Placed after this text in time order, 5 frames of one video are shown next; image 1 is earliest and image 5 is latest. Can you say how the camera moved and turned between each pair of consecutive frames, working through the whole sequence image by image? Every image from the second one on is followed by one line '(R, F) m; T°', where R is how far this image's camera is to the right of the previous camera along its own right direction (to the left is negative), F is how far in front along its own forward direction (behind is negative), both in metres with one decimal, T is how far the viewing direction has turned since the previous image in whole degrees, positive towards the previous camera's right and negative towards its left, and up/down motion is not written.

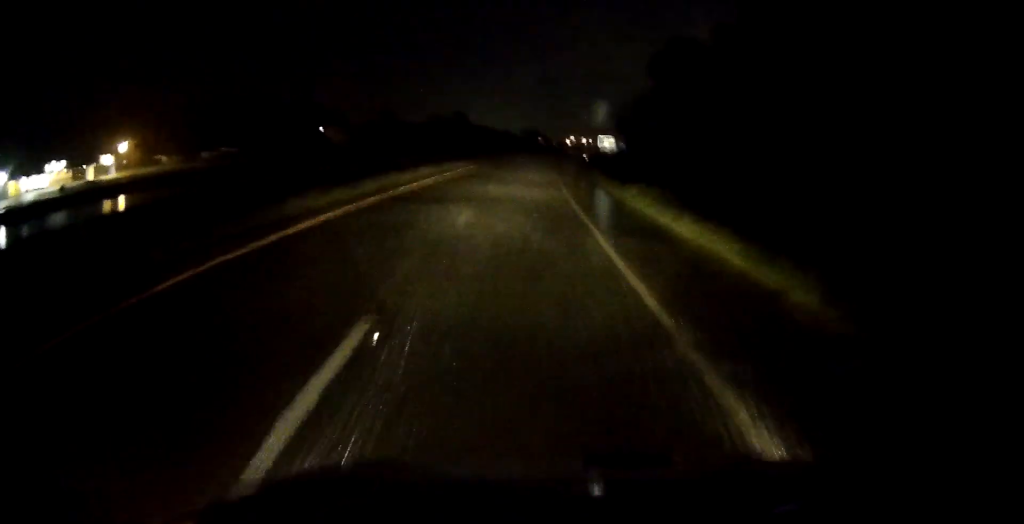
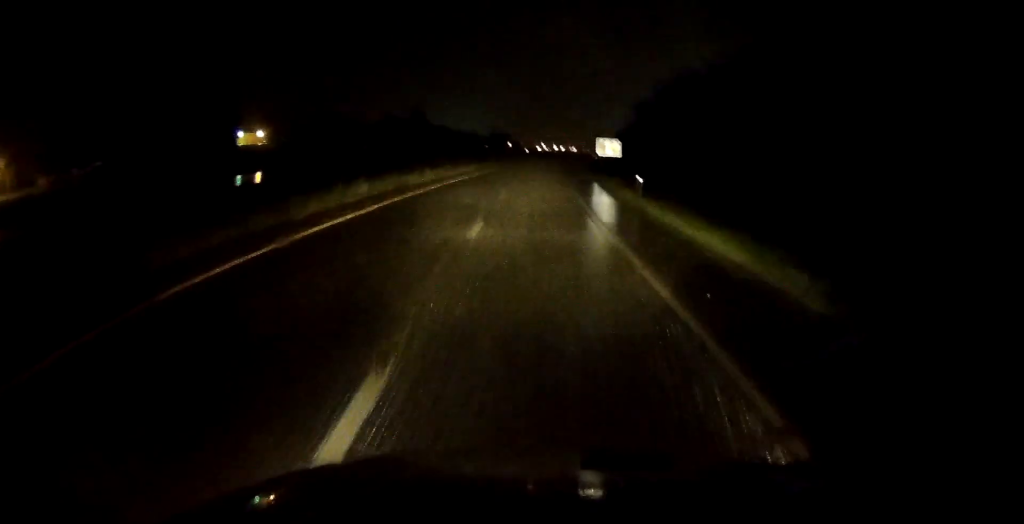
(+1.1, +50.5) m; +2°
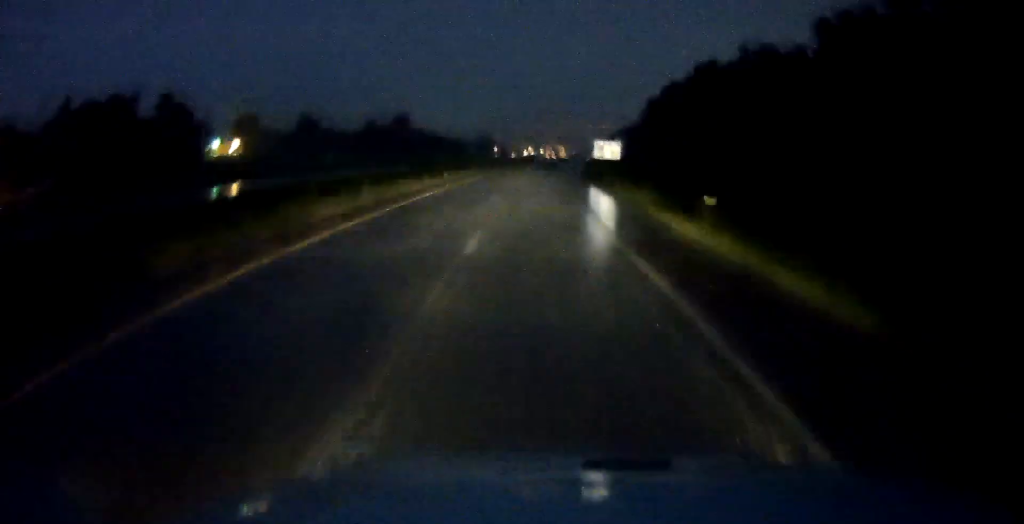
(0.0, +13.9) m; +1°
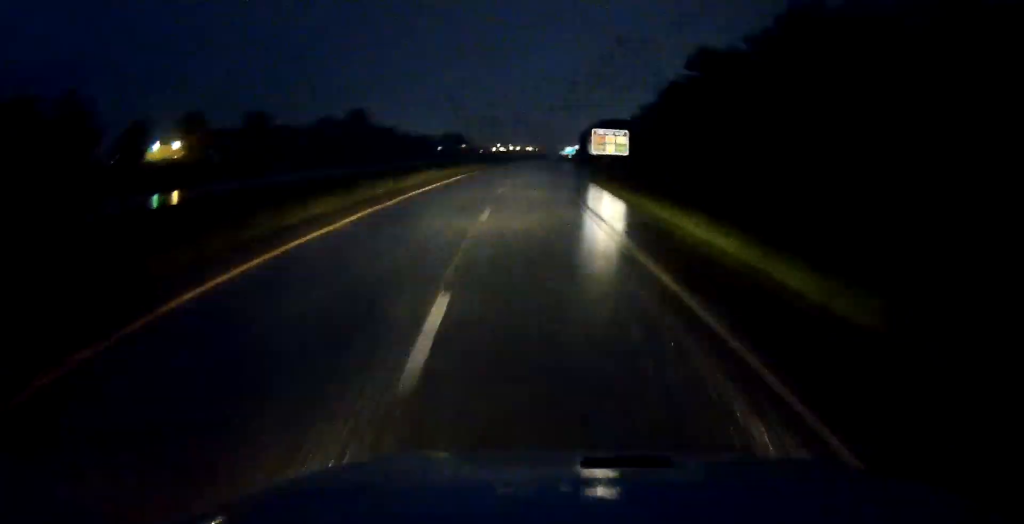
(+0.8, +31.7) m; +3°
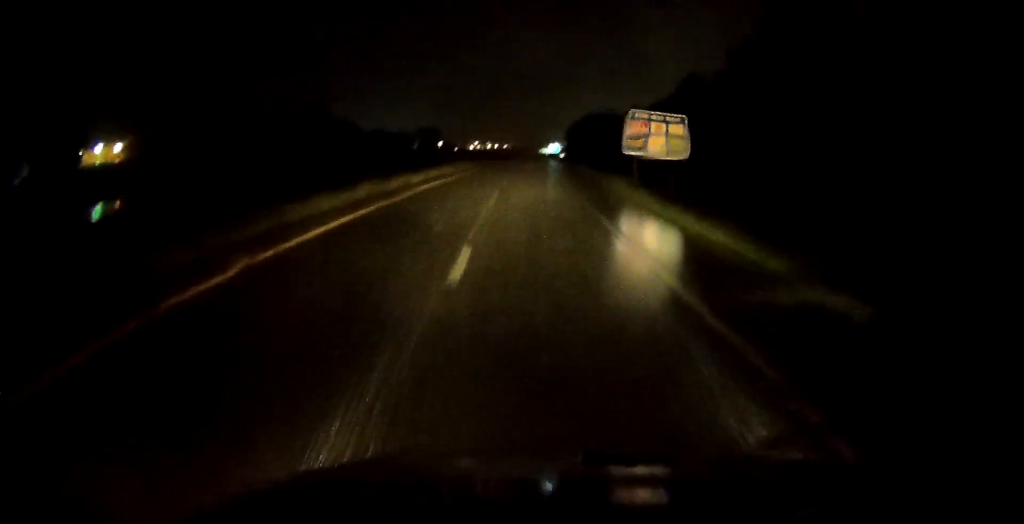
(+0.7, +32.9) m; +2°
